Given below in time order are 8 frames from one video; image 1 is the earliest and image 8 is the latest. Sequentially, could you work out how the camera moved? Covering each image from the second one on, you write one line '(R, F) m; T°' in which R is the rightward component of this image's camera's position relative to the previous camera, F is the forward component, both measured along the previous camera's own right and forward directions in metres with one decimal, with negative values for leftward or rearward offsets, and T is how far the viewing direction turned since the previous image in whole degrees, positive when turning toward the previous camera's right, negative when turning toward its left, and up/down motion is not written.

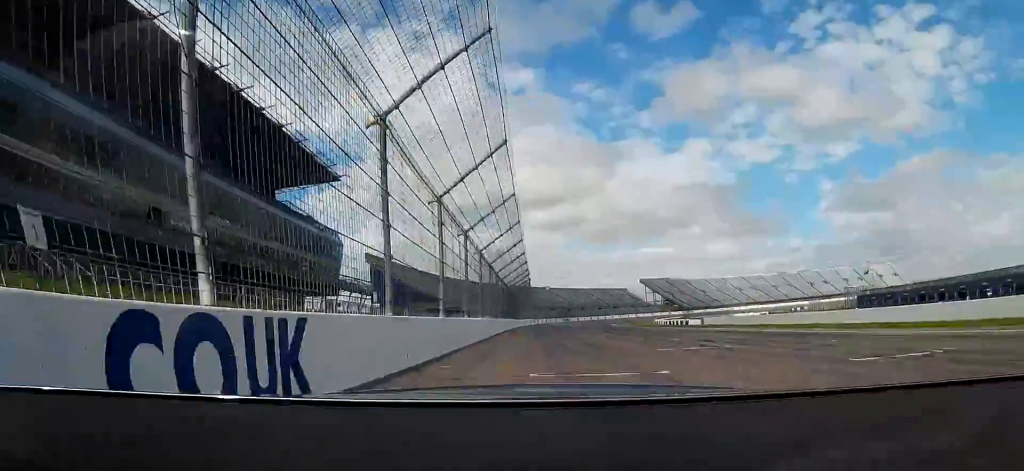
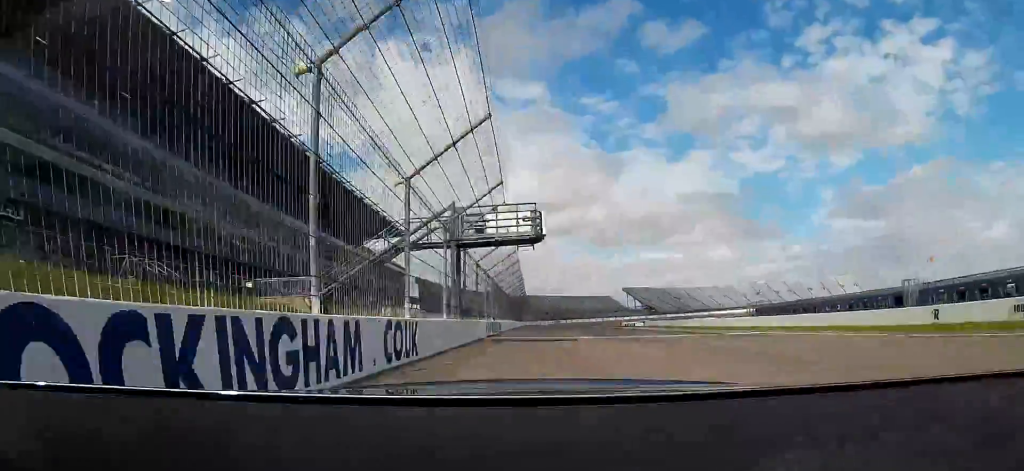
(-0.2, +55.5) m; 0°
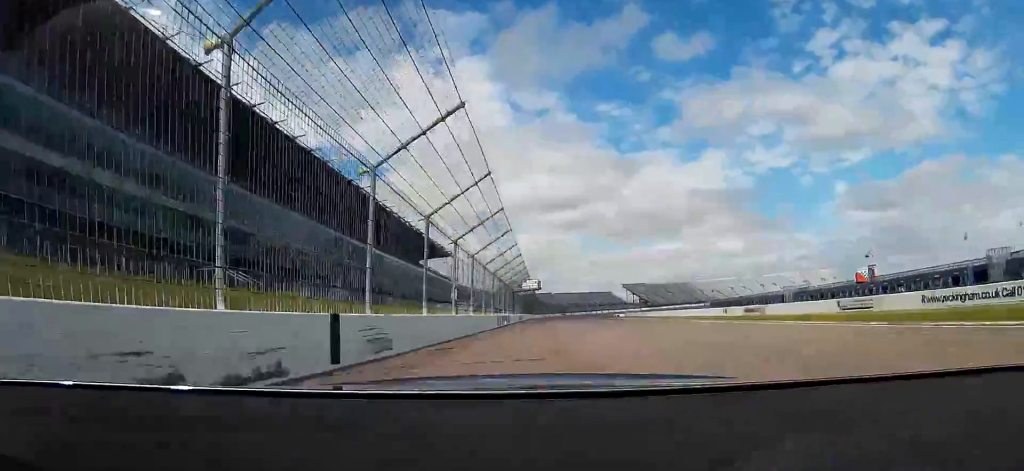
(-0.7, +58.5) m; -2°
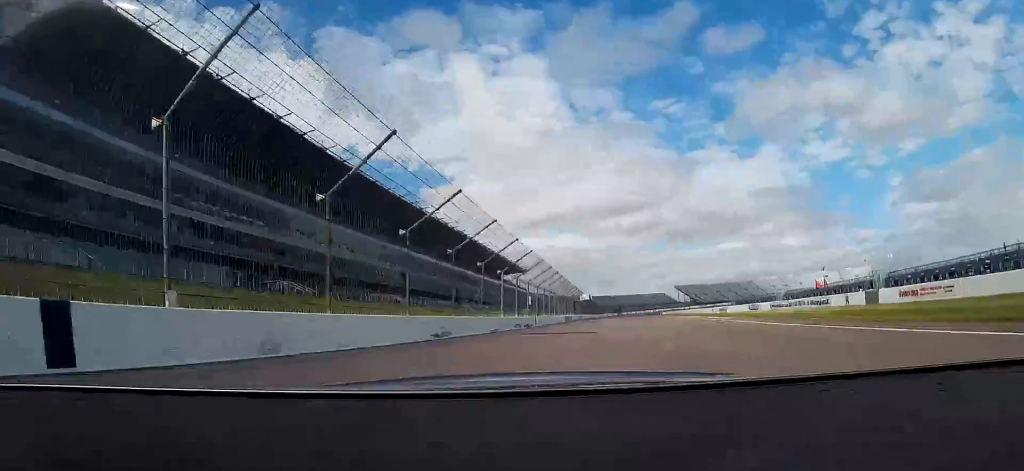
(-1.3, +55.5) m; -3°
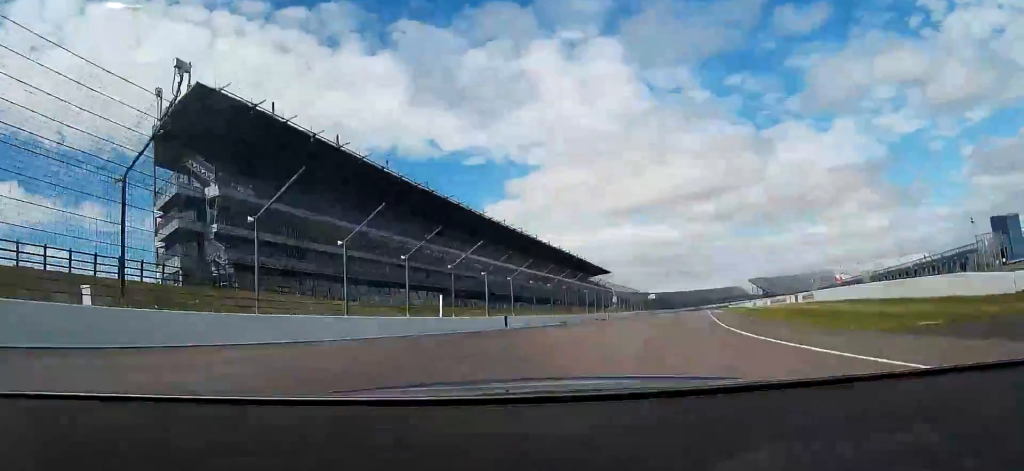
(-1.1, +48.5) m; -9°
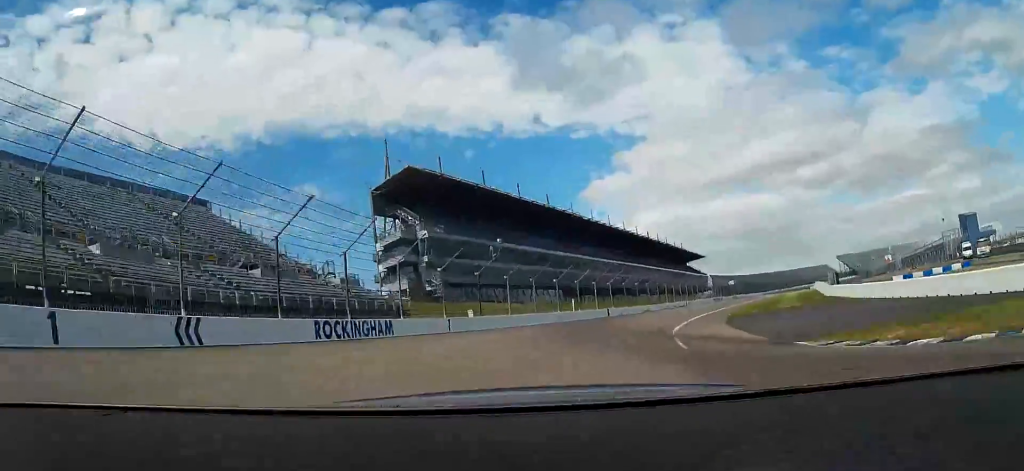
(-5.9, +41.2) m; -14°
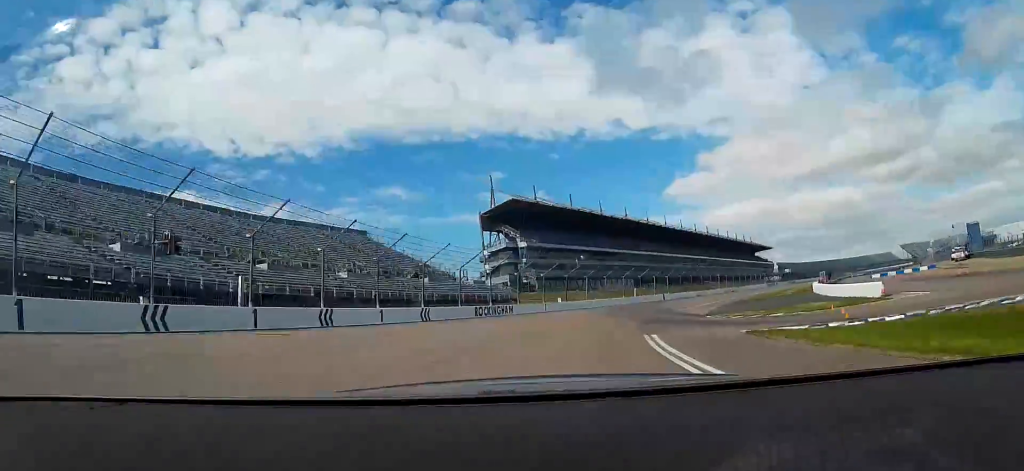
(-2.4, +27.1) m; -7°
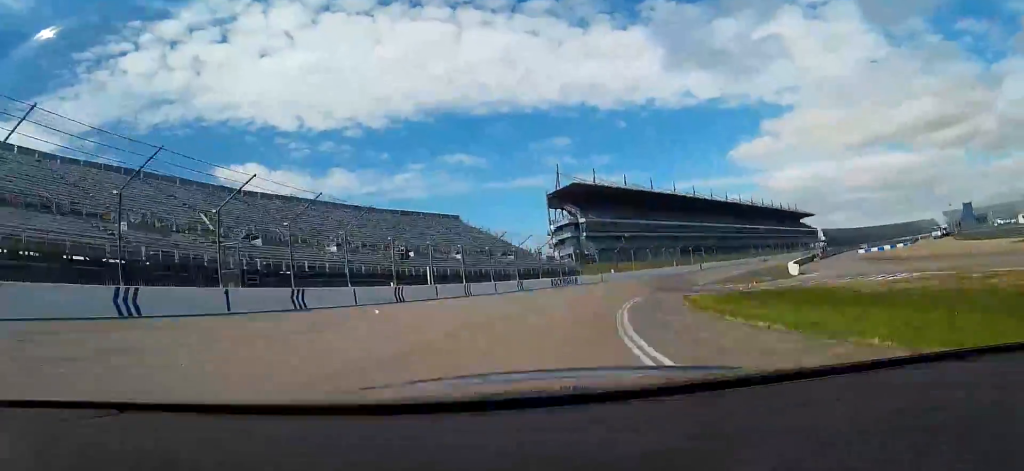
(-1.8, +27.4) m; -8°
